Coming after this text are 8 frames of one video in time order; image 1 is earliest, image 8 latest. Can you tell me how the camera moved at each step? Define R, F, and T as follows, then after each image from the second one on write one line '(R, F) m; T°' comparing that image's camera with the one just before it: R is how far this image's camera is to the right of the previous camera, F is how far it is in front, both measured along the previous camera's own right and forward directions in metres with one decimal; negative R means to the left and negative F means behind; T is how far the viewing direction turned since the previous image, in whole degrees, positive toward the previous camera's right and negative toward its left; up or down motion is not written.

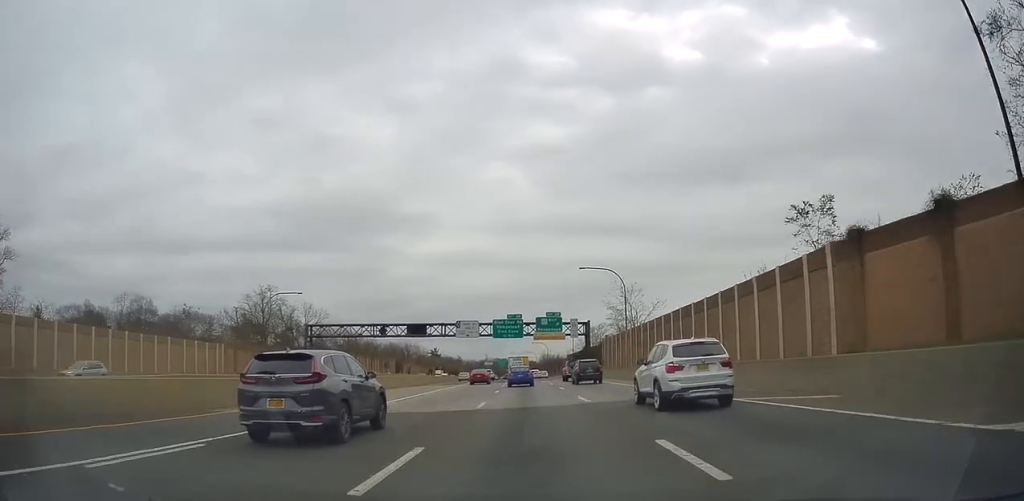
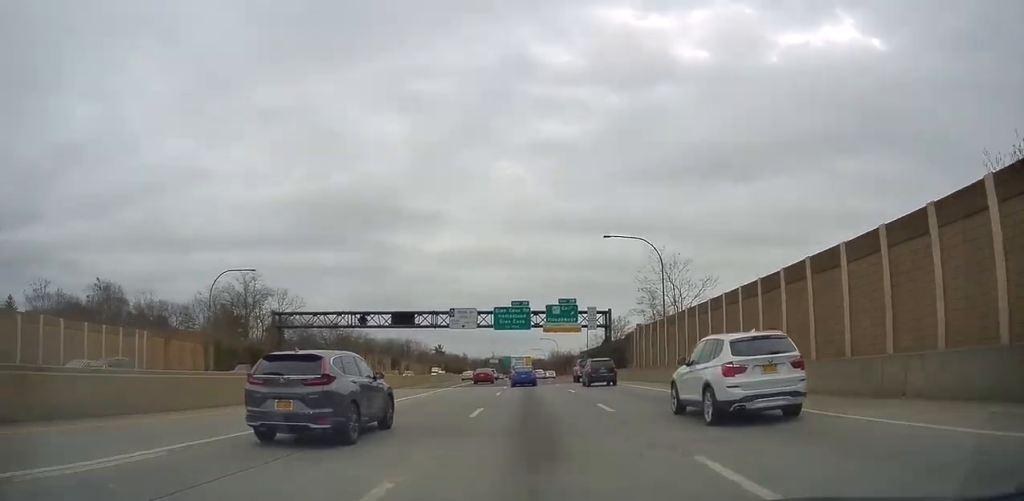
(-0.1, +16.6) m; -1°
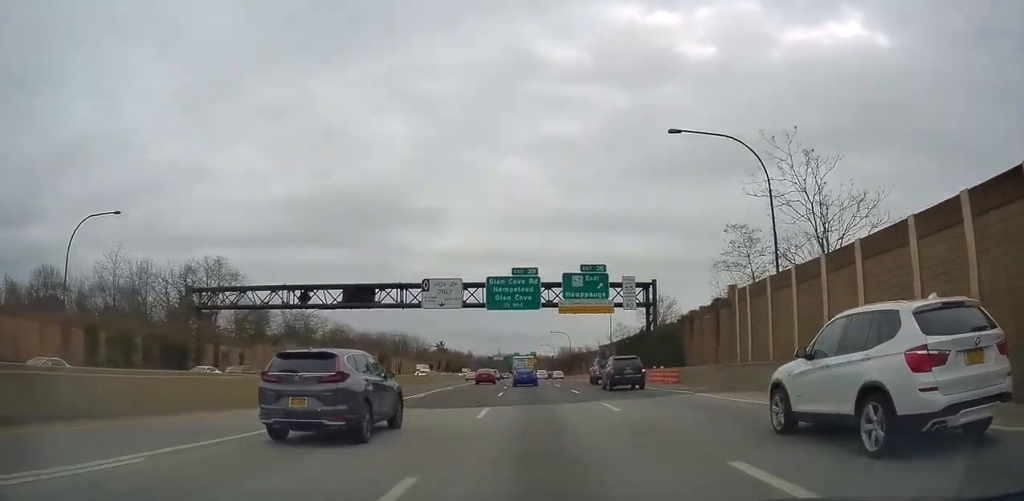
(-0.3, +25.0) m; -1°
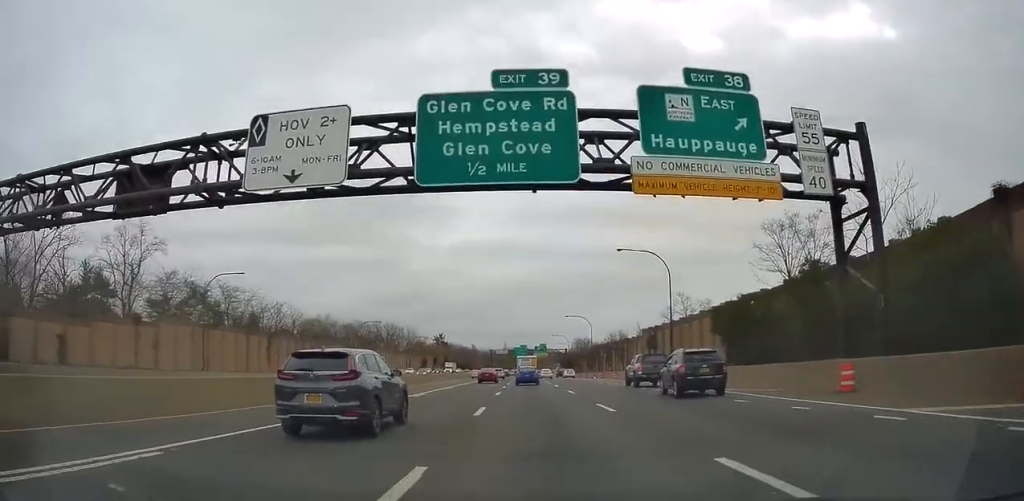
(-0.4, +36.5) m; -2°
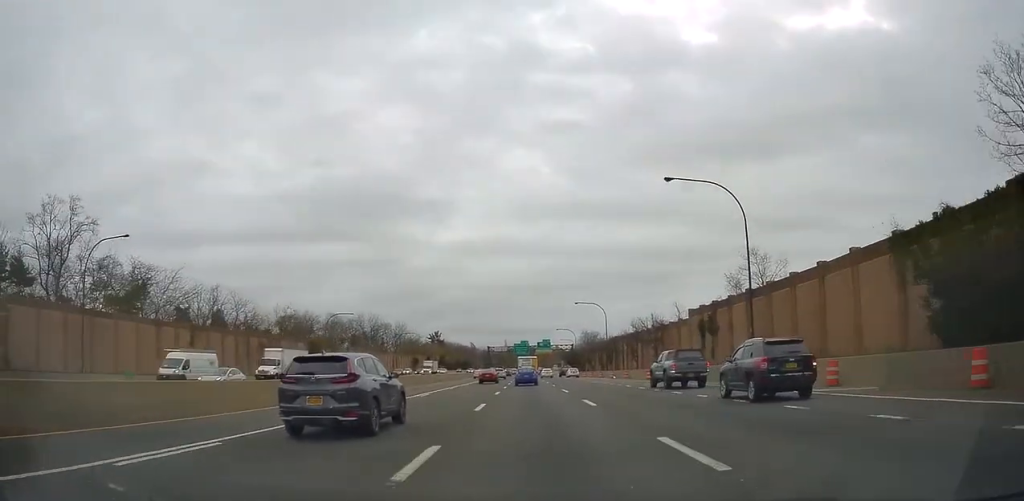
(-0.3, +21.7) m; -1°
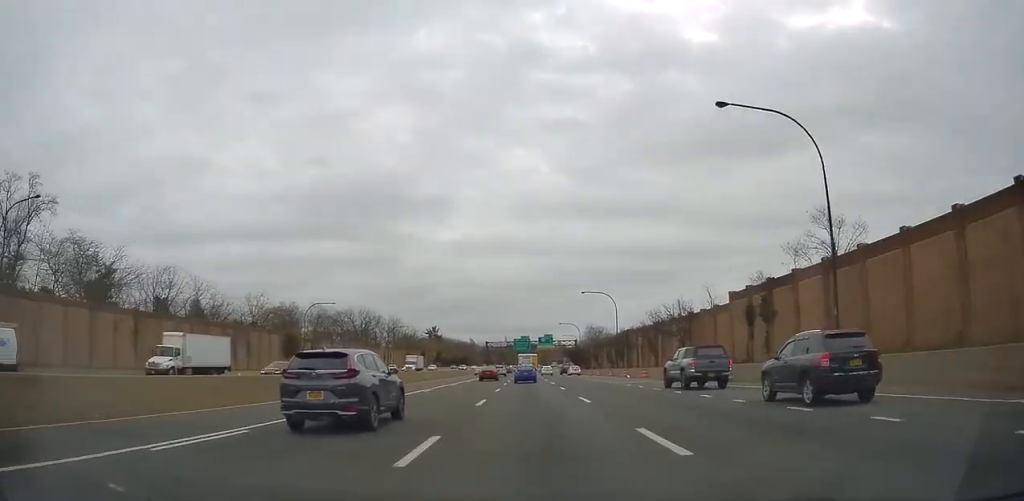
(-0.2, +11.0) m; 0°
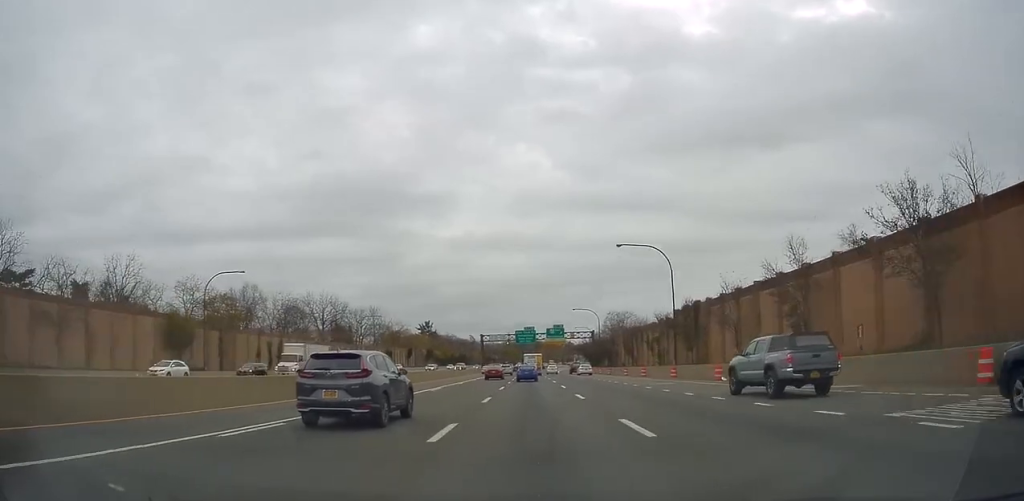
(+0.3, +33.3) m; +1°
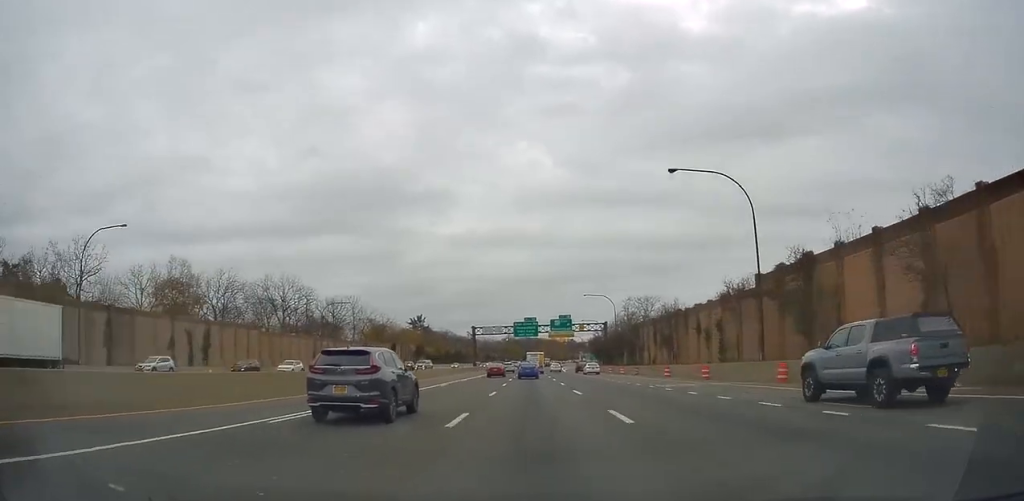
(0.0, +21.7) m; -1°
